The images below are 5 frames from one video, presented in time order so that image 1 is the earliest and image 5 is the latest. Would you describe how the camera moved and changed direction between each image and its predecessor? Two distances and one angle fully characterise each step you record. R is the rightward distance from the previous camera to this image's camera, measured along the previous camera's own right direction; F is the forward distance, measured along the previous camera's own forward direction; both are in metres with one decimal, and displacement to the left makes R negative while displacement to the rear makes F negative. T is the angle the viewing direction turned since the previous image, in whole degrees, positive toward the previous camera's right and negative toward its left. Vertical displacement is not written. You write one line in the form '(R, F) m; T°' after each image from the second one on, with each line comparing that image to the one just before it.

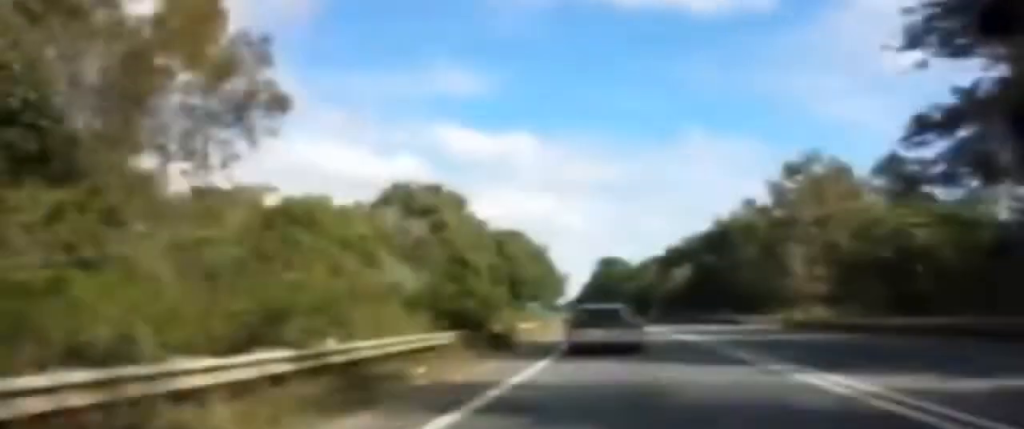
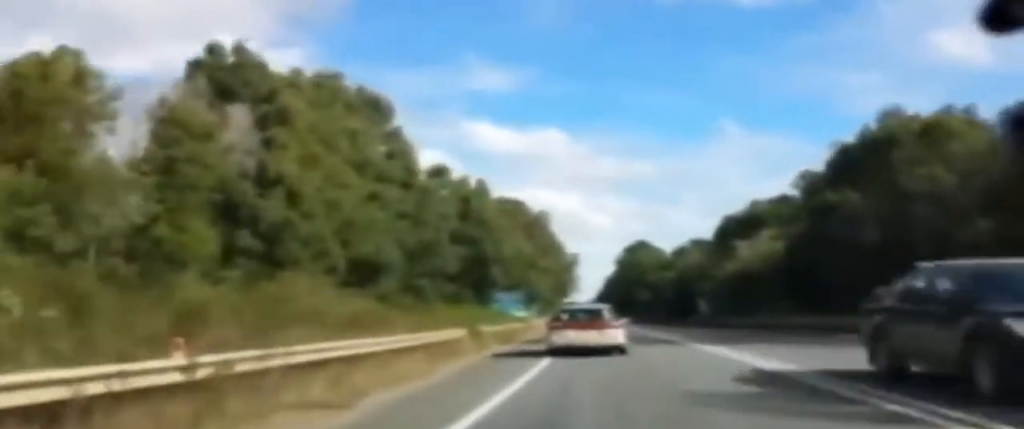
(-1.2, +62.6) m; -3°
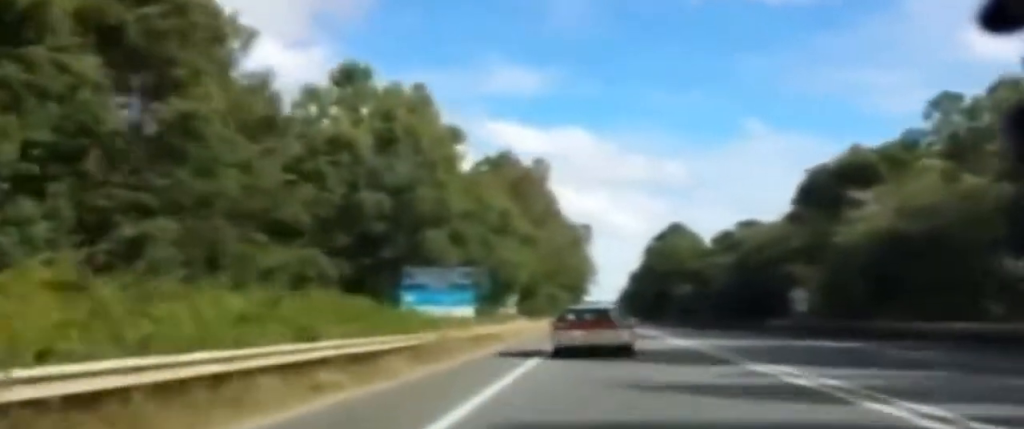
(-1.1, +36.3) m; -3°
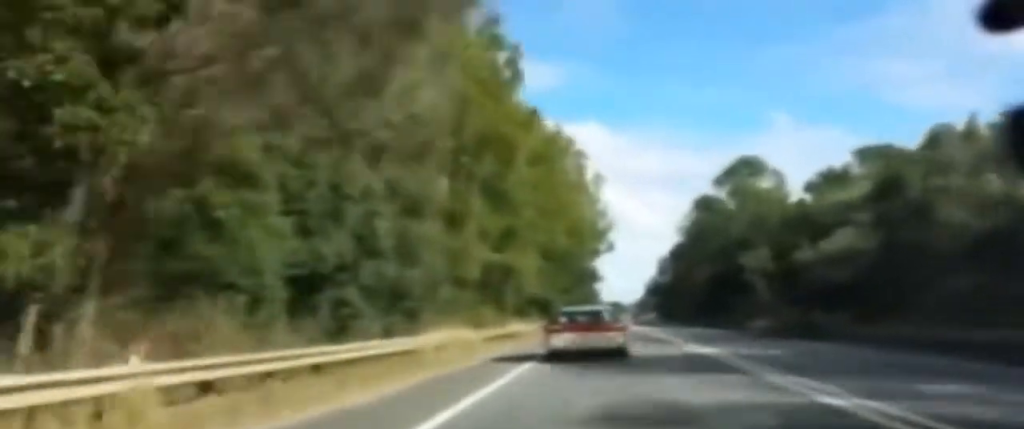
(-1.5, +52.8) m; -2°
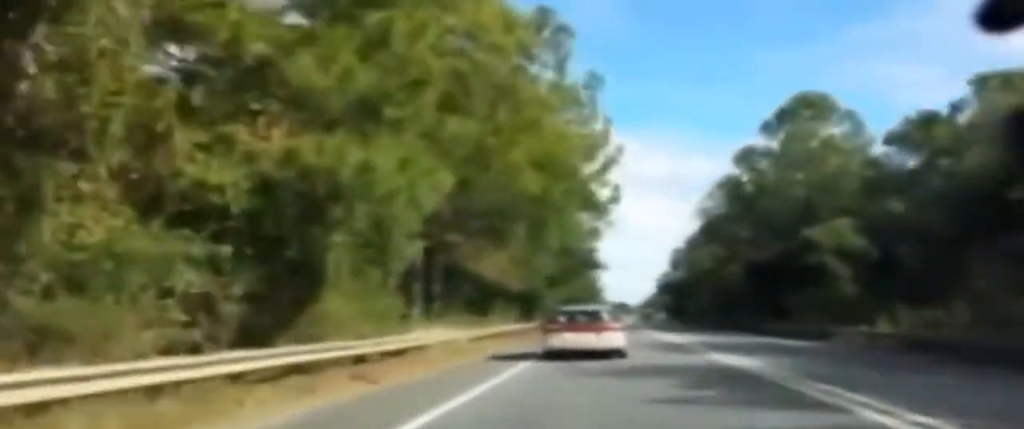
(+0.2, +22.5) m; +1°
